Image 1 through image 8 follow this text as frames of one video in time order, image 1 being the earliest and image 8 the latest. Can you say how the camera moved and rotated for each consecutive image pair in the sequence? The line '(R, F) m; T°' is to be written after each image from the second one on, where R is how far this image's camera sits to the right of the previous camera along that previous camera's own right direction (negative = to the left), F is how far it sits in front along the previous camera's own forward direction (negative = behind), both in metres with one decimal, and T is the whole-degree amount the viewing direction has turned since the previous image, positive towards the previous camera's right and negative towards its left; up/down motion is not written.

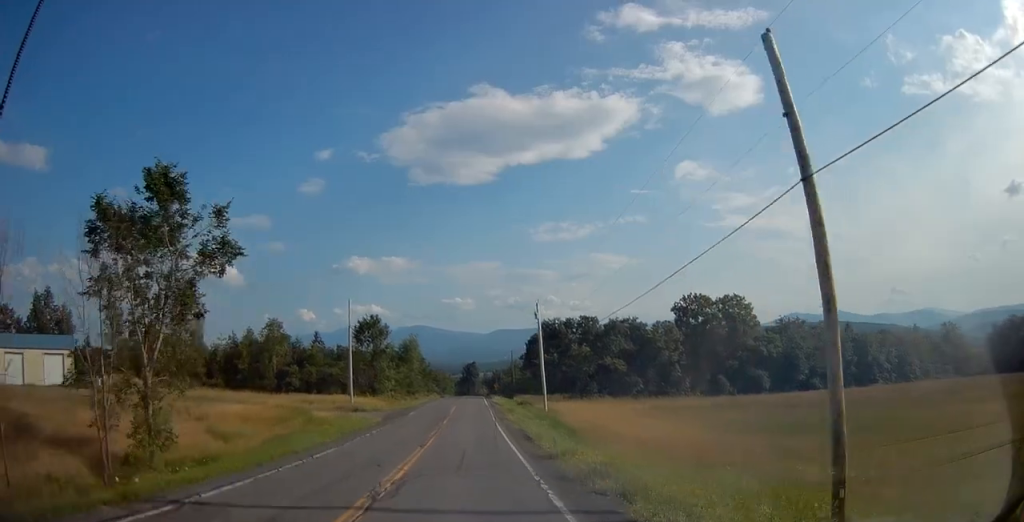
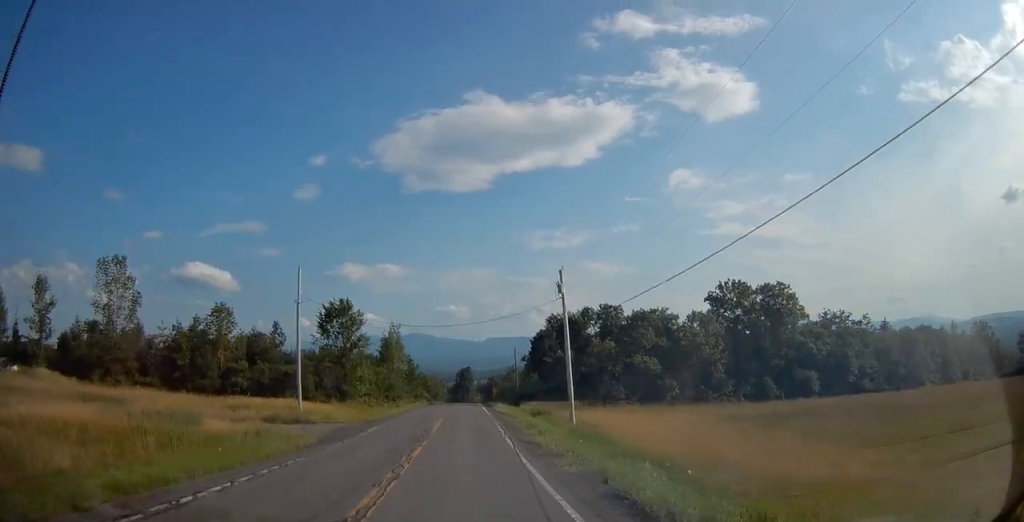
(0.0, +17.8) m; 0°
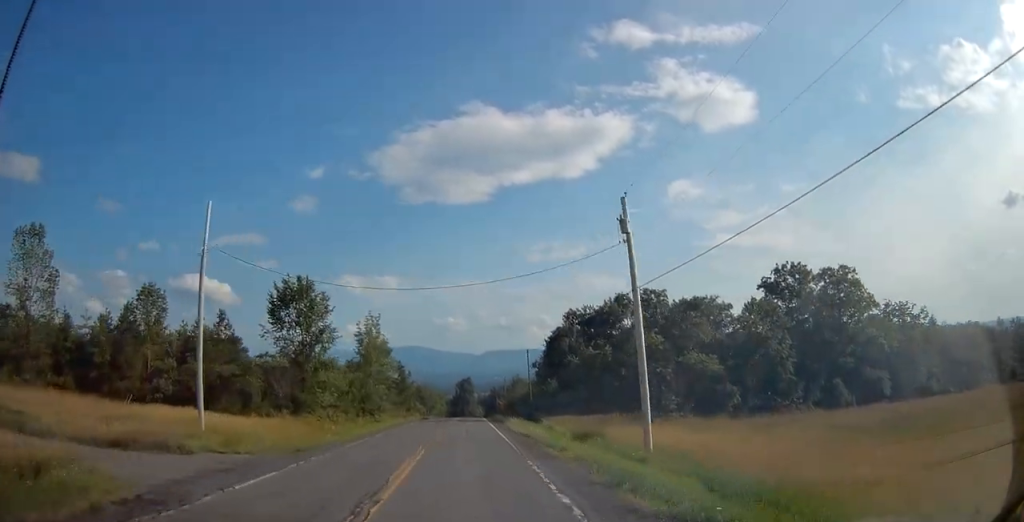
(+0.2, +17.5) m; +1°
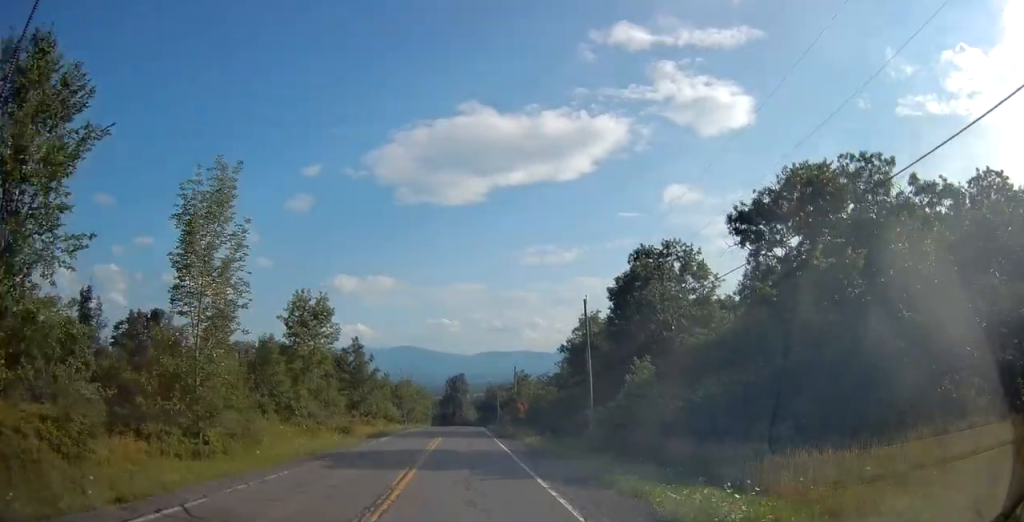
(0.0, +36.3) m; 0°
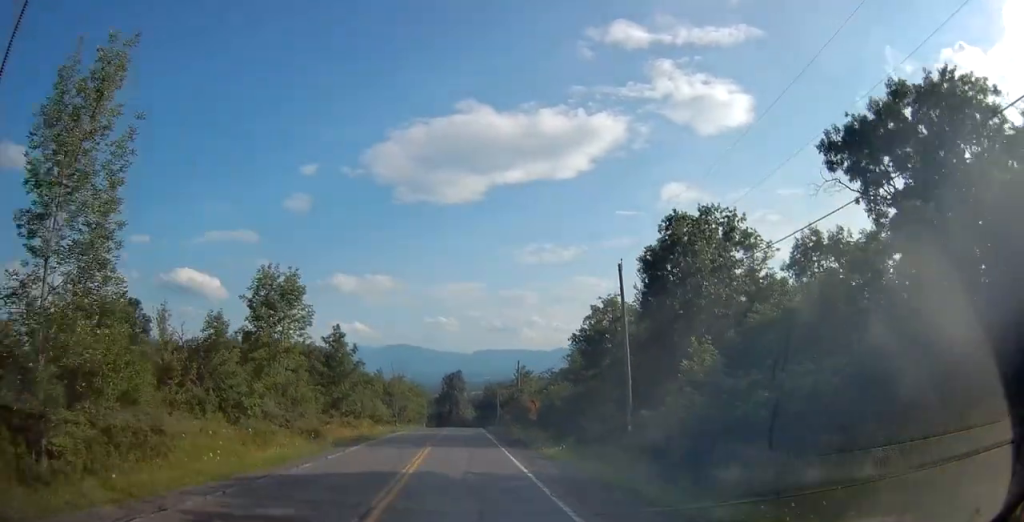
(0.0, +8.6) m; 0°
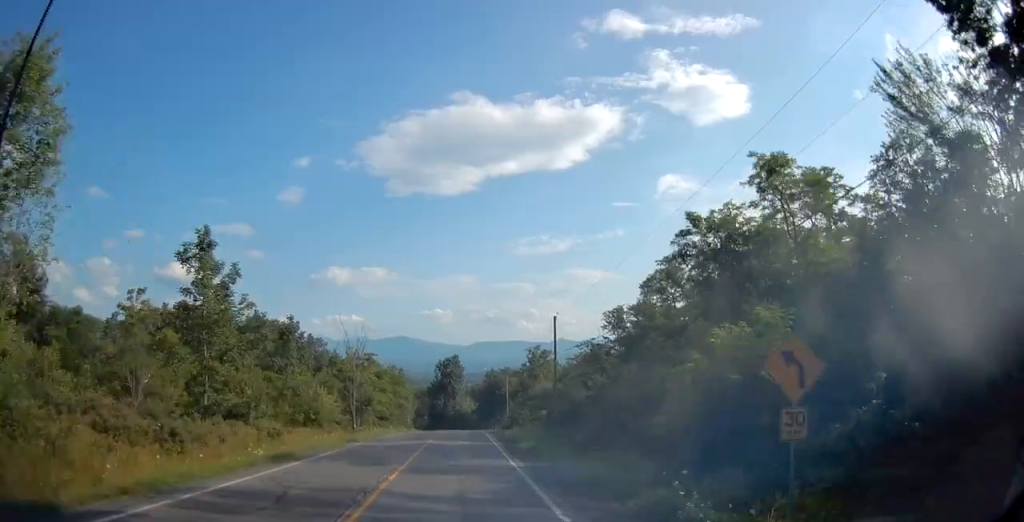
(+0.4, +30.2) m; +1°
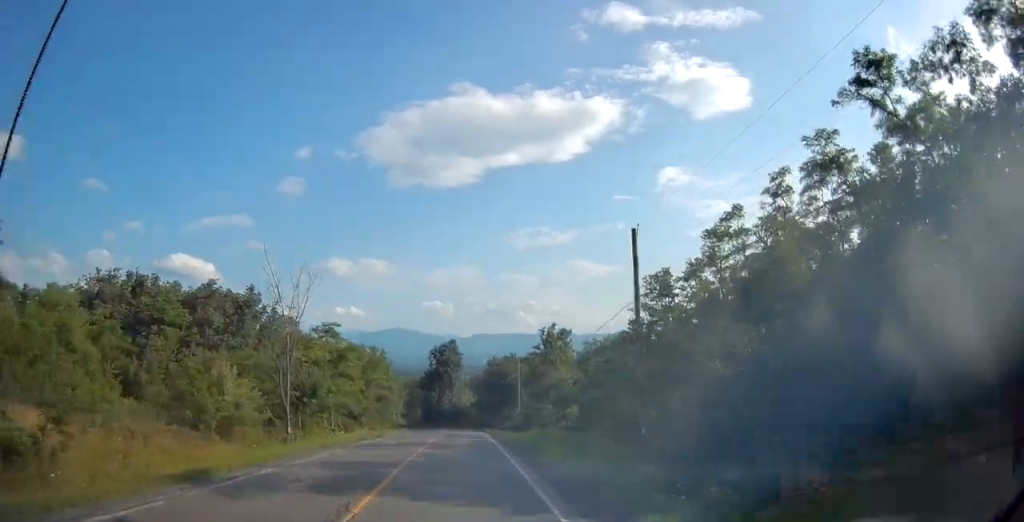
(+0.1, +20.1) m; 0°
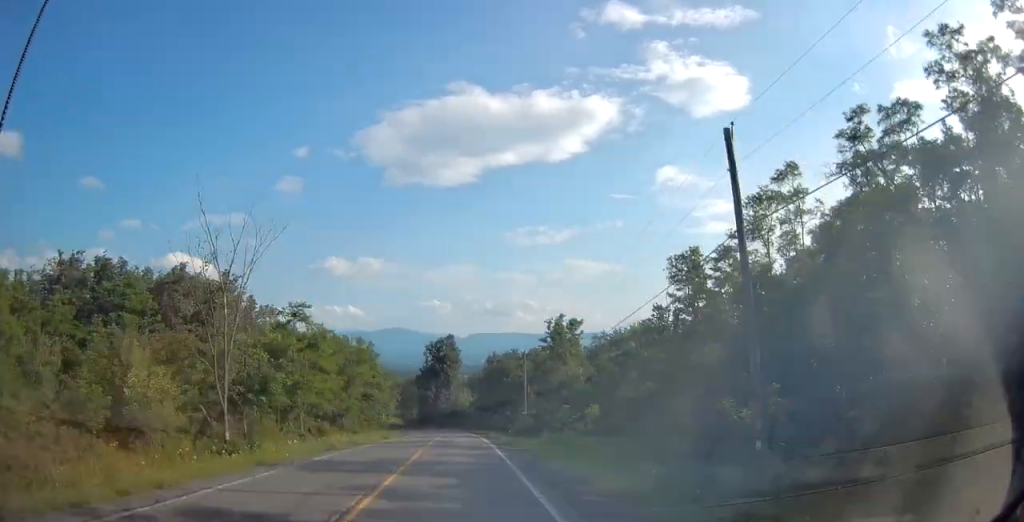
(0.0, +9.2) m; 0°
